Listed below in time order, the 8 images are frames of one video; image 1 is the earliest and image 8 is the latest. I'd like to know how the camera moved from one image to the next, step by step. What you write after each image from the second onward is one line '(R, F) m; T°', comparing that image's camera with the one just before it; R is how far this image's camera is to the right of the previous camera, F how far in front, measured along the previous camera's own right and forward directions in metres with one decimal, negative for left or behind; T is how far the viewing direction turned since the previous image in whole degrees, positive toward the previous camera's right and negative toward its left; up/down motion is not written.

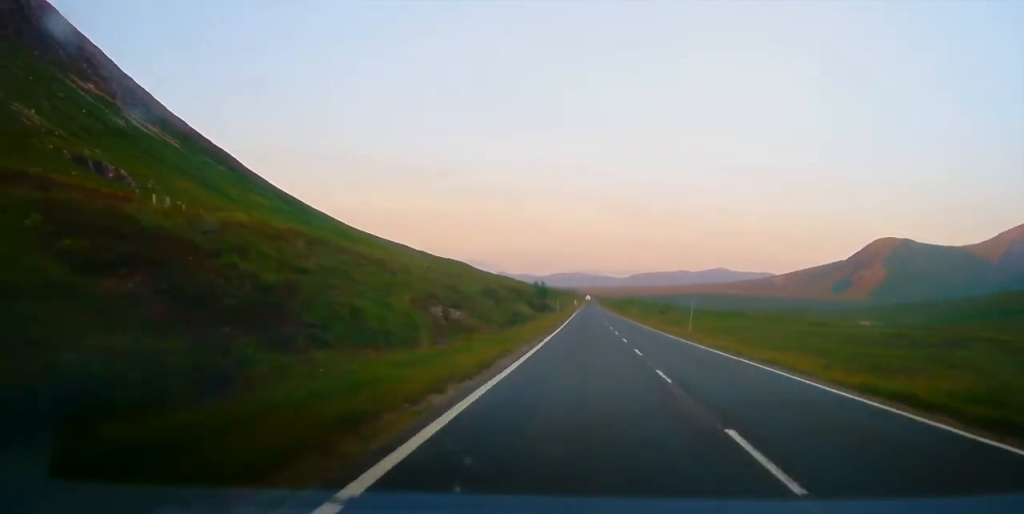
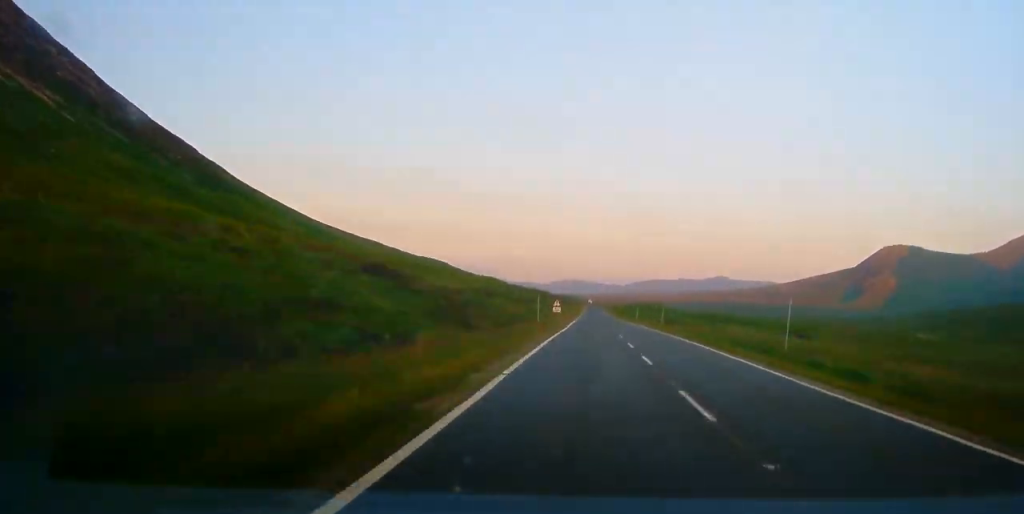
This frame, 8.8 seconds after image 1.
(-0.8, +162.5) m; 0°
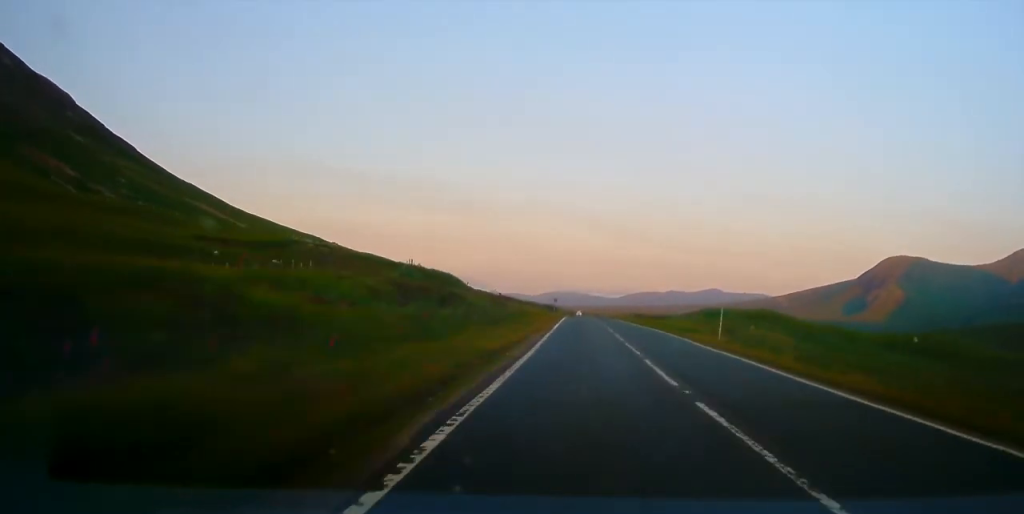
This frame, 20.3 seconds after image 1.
(+0.4, +250.5) m; 0°
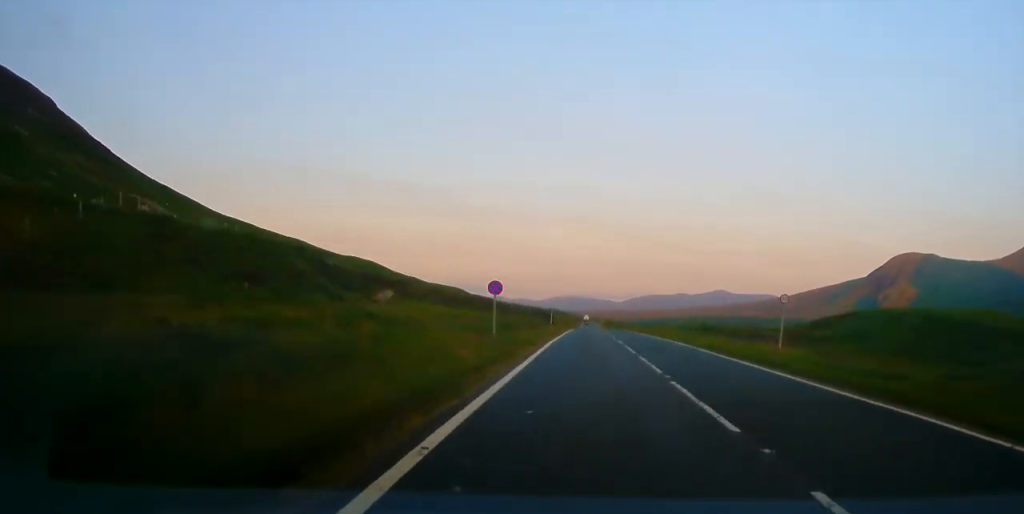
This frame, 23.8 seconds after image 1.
(+0.1, +84.8) m; 0°
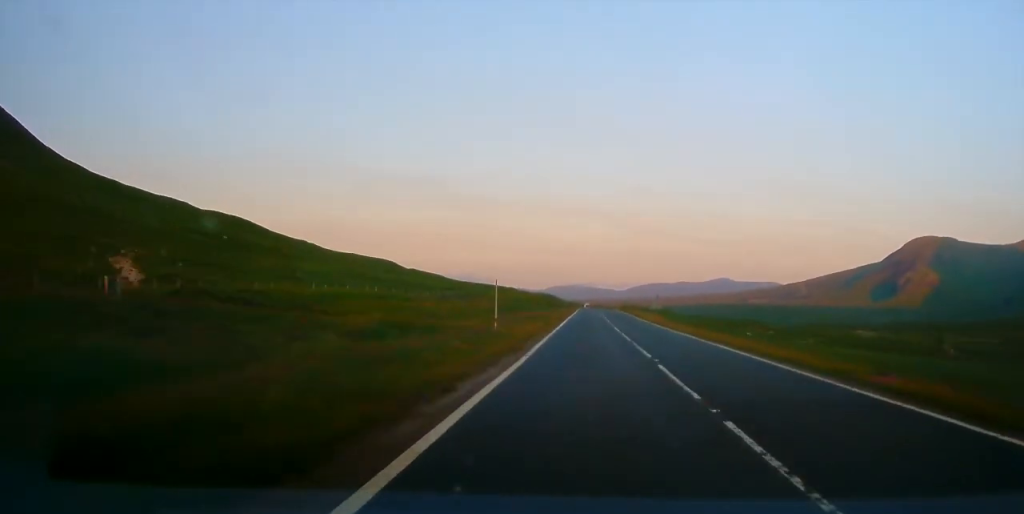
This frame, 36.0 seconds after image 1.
(-0.3, +339.4) m; 0°
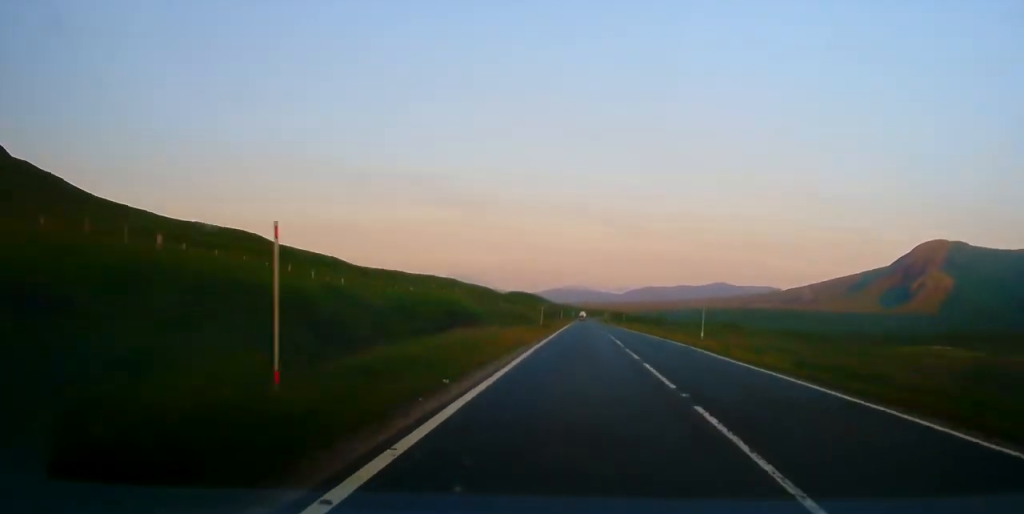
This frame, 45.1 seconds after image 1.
(0.0, +153.8) m; 0°
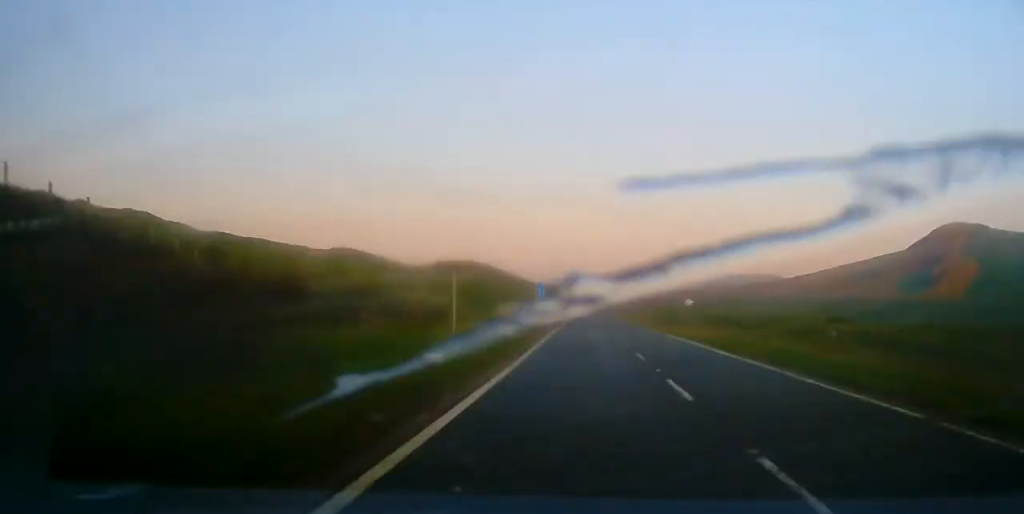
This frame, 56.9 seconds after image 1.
(+3.2, +170.6) m; +4°
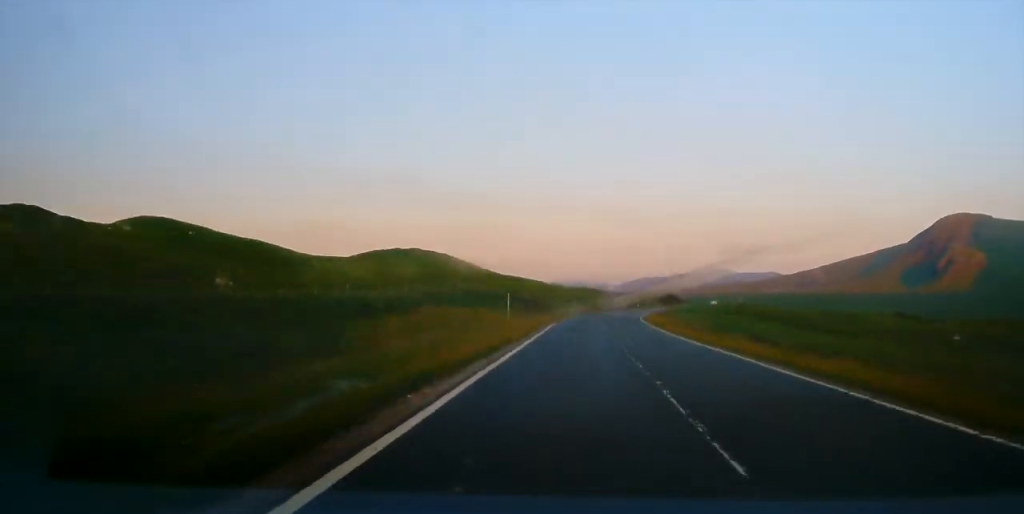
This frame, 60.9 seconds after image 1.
(+1.5, +64.7) m; +3°
